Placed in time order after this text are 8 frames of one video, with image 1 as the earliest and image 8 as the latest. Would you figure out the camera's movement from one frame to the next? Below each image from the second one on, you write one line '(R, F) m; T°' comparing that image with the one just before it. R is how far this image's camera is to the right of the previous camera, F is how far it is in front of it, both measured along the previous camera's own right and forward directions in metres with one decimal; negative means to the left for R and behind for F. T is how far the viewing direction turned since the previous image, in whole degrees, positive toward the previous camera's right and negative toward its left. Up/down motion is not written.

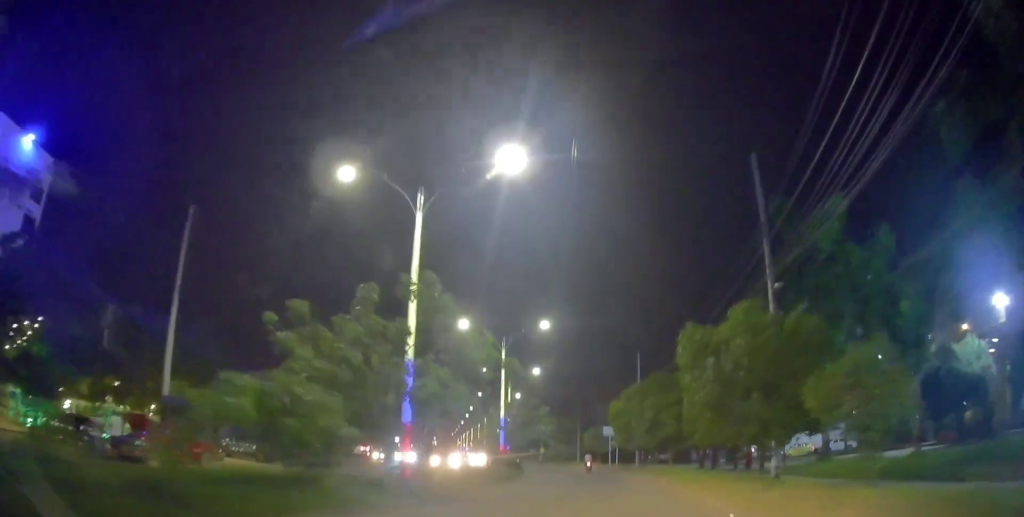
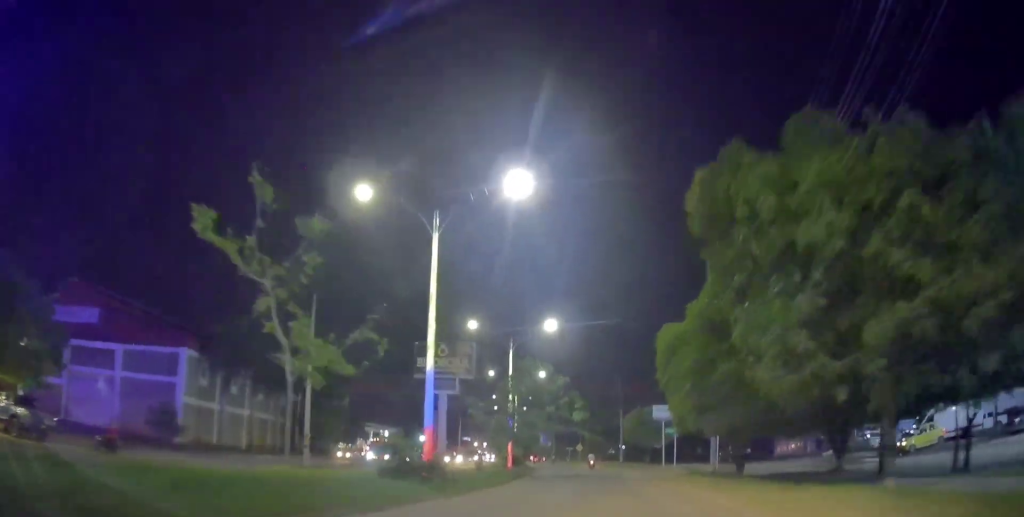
(-0.8, +24.4) m; -6°
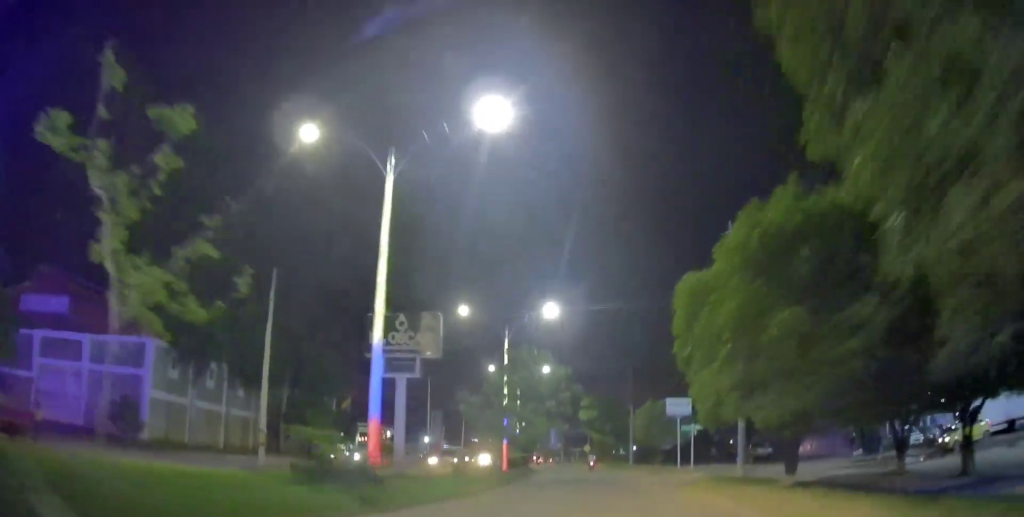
(-0.3, +5.2) m; 0°
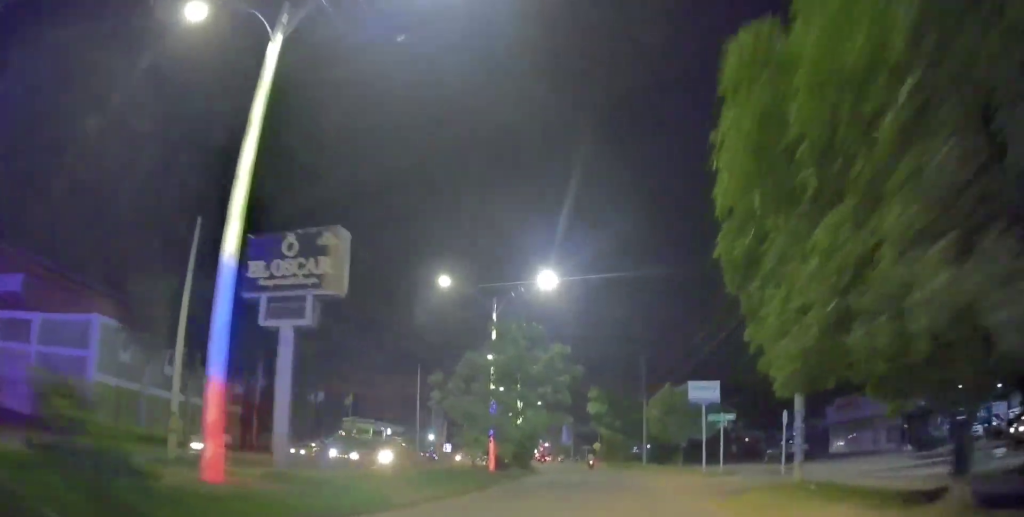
(-0.4, +7.1) m; 0°
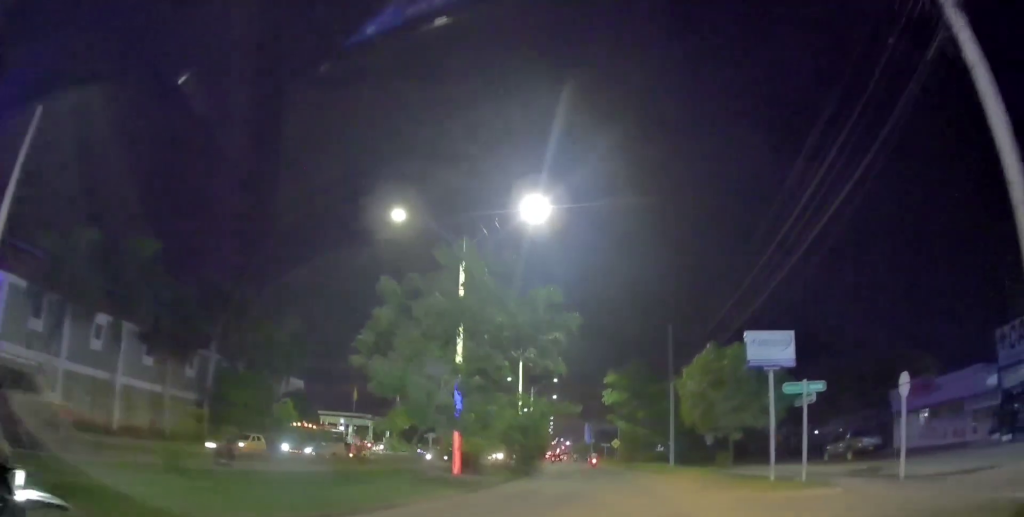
(+0.5, +10.4) m; -1°
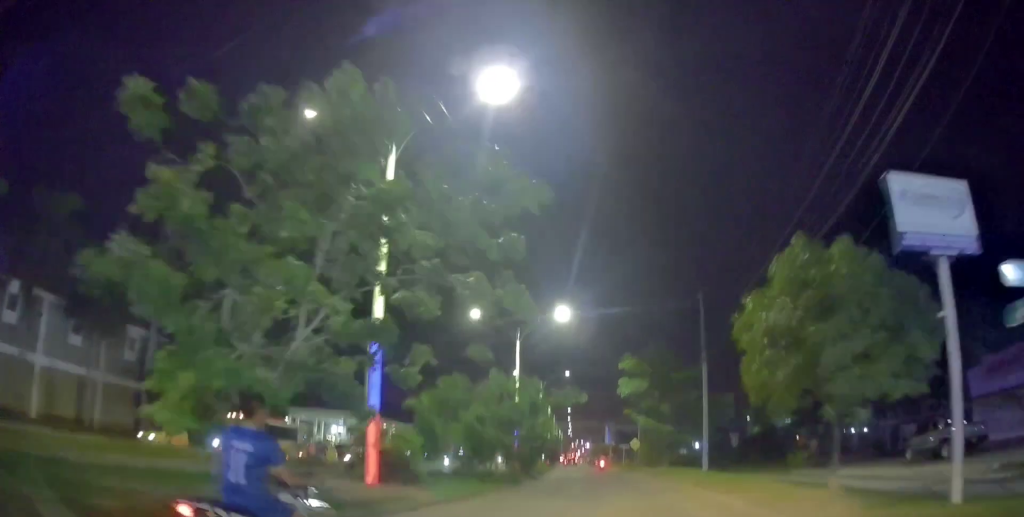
(-0.3, +9.5) m; -4°
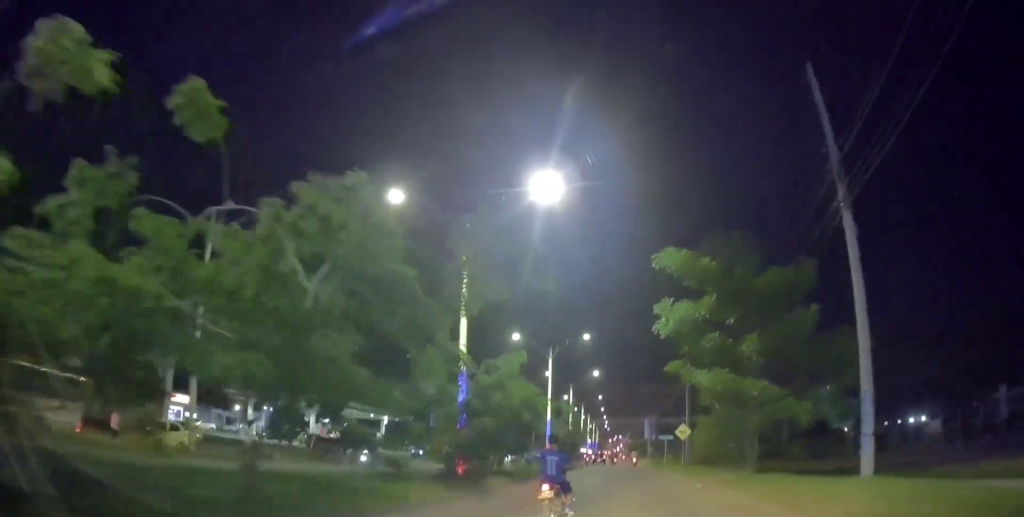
(-2.0, +20.0) m; -7°
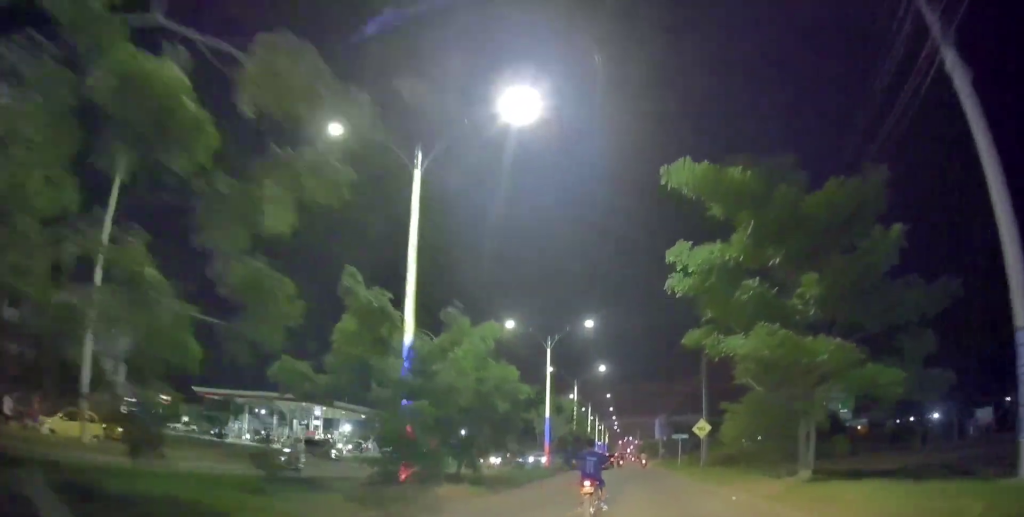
(+0.2, +6.2) m; +1°
